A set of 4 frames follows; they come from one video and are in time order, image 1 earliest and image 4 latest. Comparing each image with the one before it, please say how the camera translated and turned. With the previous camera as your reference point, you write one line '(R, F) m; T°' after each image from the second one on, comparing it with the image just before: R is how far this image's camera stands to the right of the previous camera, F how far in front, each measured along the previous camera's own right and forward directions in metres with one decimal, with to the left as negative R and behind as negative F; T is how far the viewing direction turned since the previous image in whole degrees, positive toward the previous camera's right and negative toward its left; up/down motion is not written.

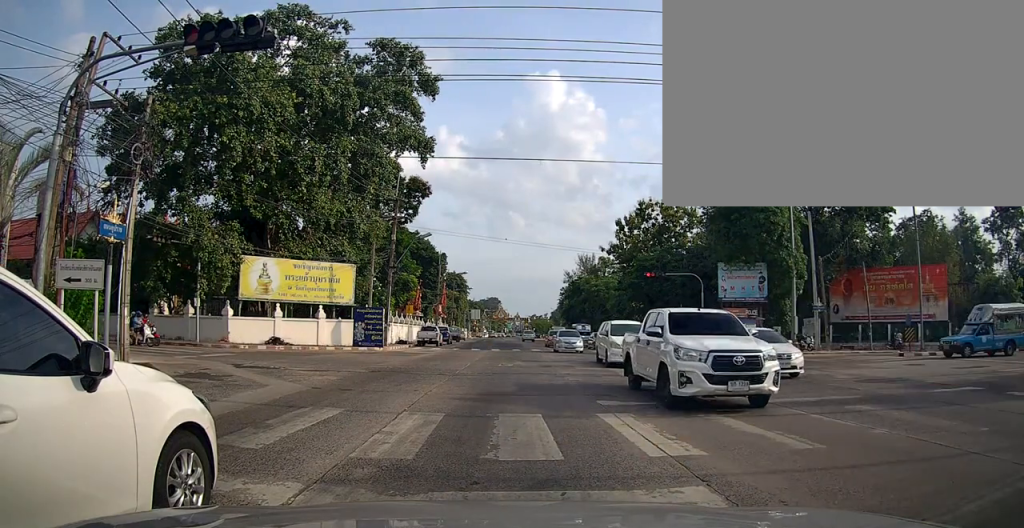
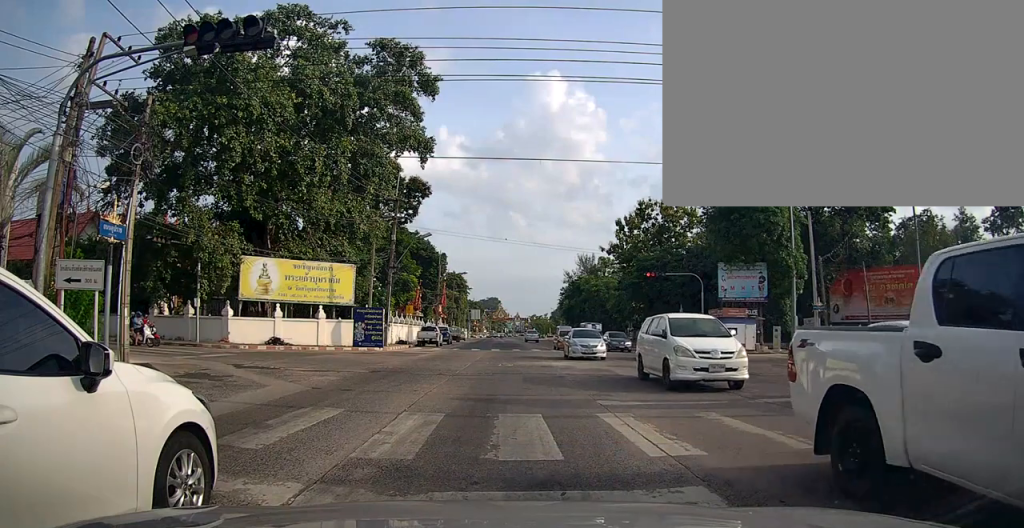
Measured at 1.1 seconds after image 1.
(+0.1, 0.0) m; 0°
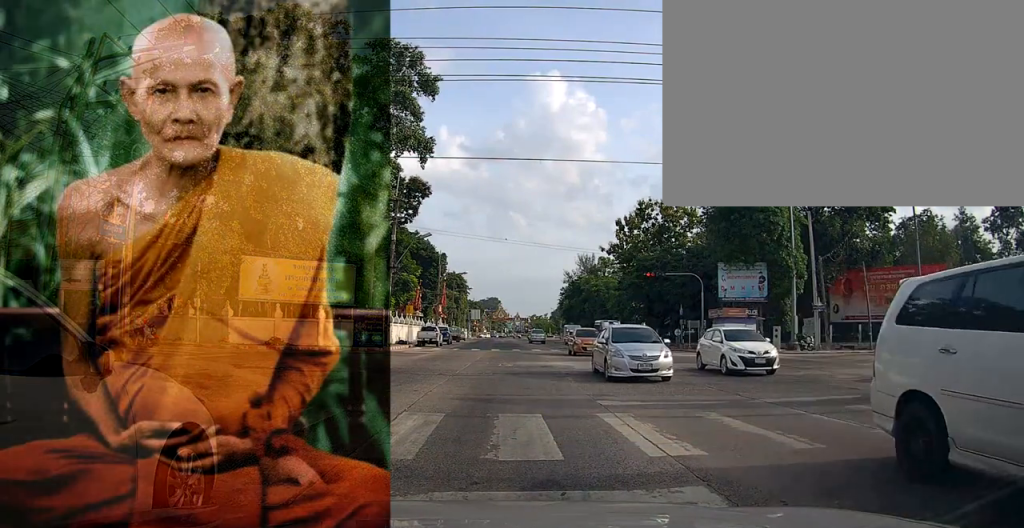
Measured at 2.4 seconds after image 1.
(+0.1, -0.1) m; 0°
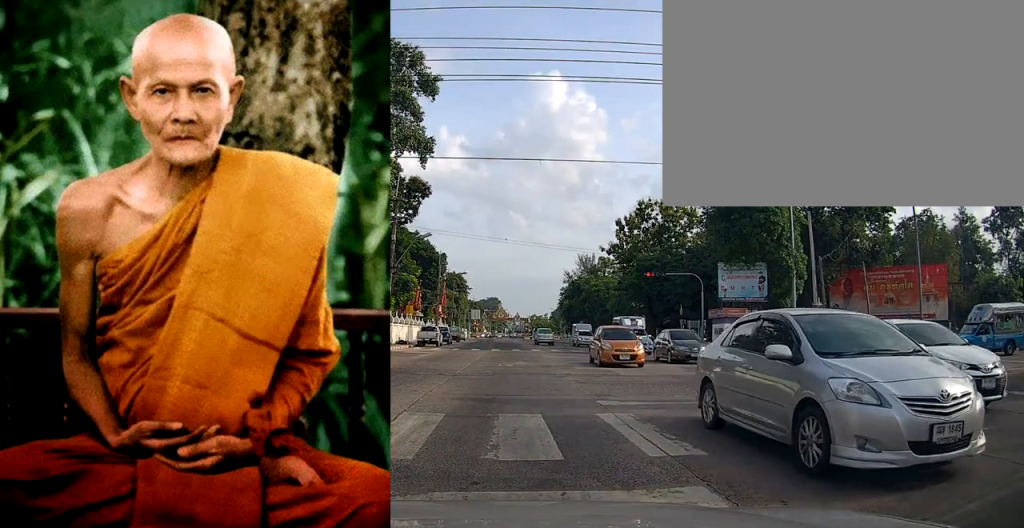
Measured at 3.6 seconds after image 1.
(+0.1, -0.1) m; 0°
